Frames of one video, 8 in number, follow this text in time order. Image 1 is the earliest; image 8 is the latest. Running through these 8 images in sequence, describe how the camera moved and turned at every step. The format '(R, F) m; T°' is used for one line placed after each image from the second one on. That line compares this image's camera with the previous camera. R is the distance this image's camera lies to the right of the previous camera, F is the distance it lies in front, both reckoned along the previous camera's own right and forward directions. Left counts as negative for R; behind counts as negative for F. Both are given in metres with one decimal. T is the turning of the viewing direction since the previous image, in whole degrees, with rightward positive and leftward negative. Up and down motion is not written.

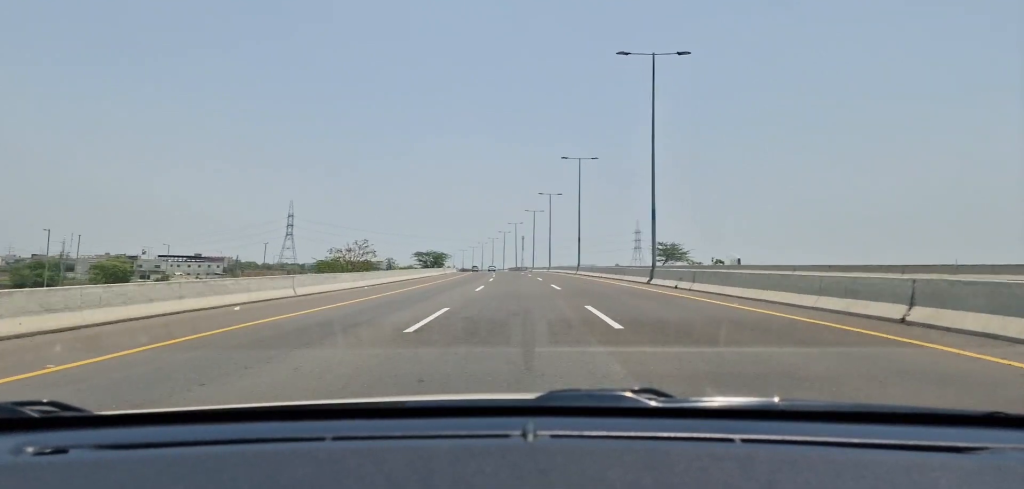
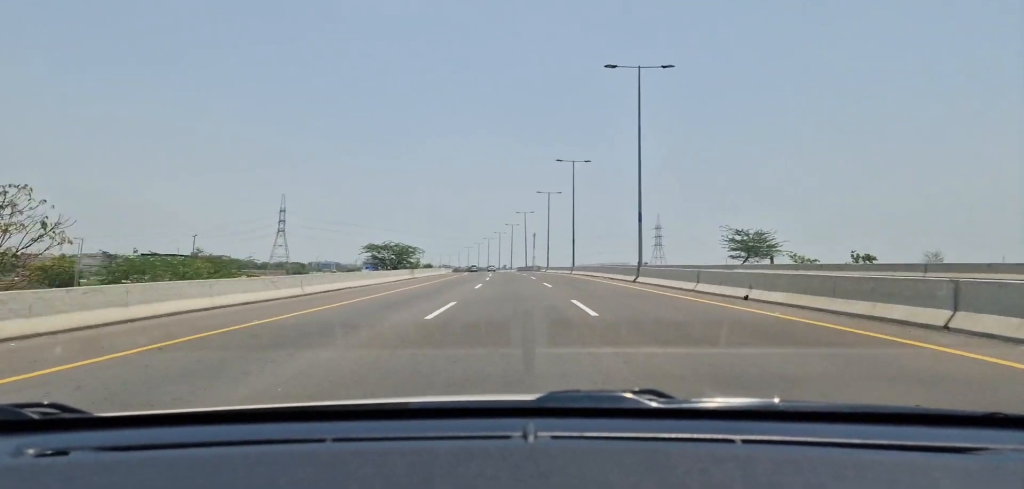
(+0.1, +32.1) m; -1°
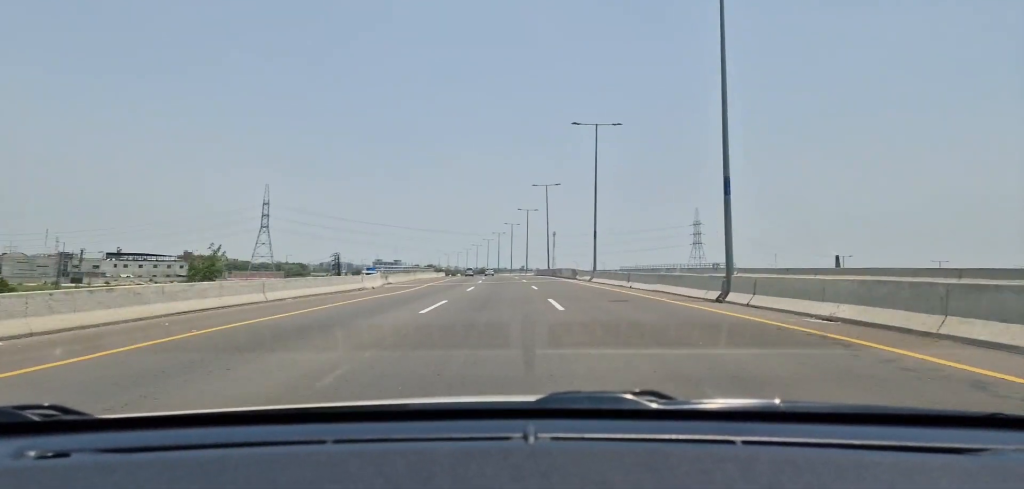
(-0.6, +52.0) m; -2°
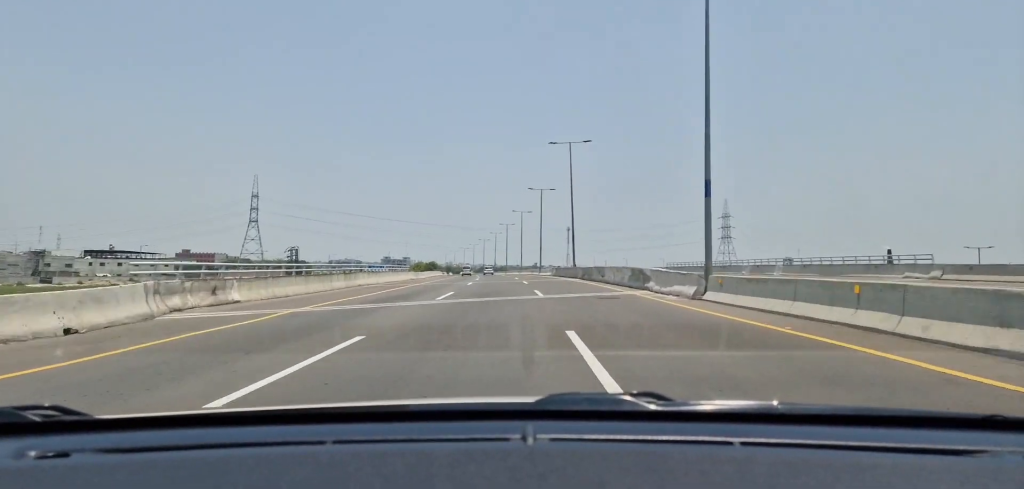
(-0.4, +29.2) m; -1°
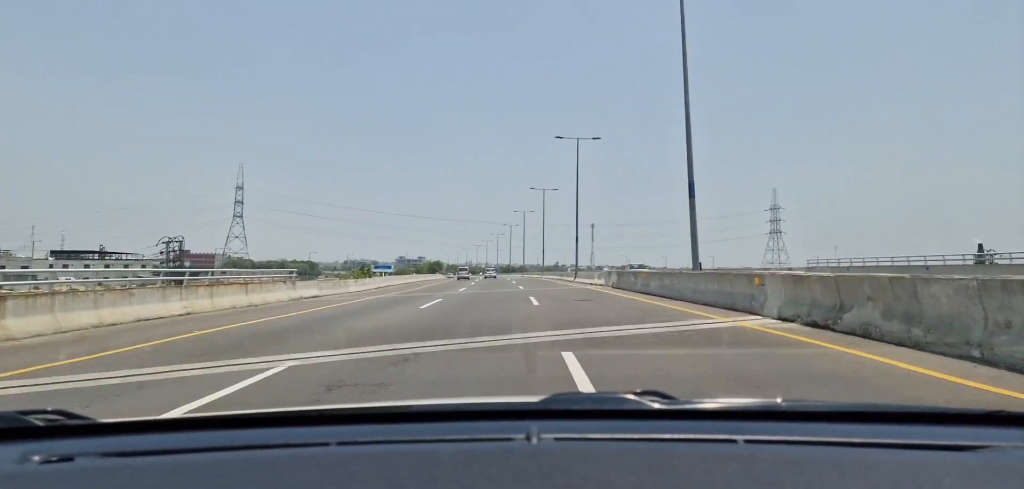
(-0.5, +39.1) m; -2°
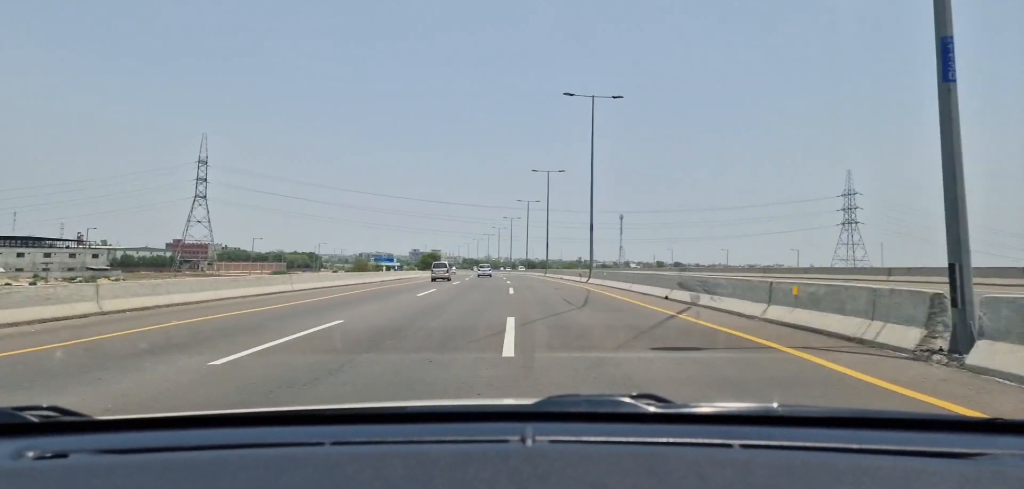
(-0.8, +48.4) m; -2°
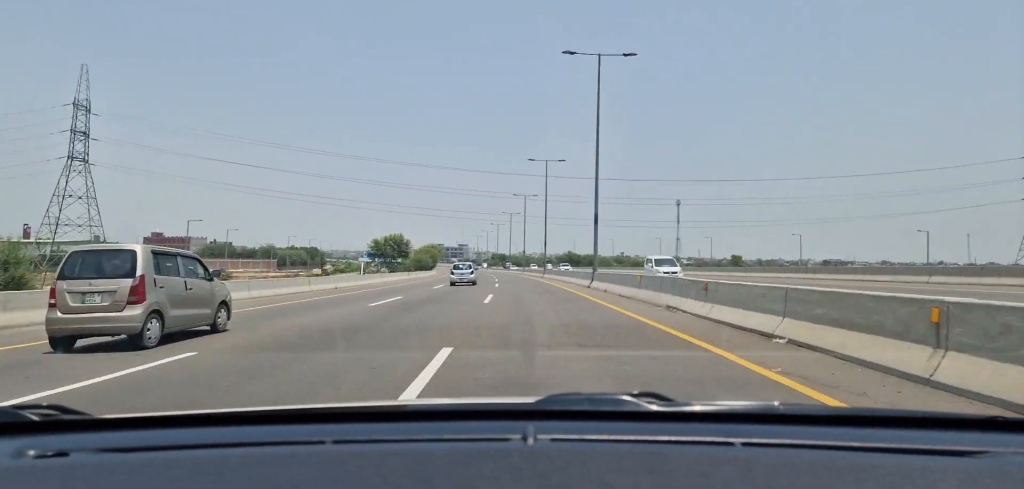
(-1.8, +77.5) m; -3°
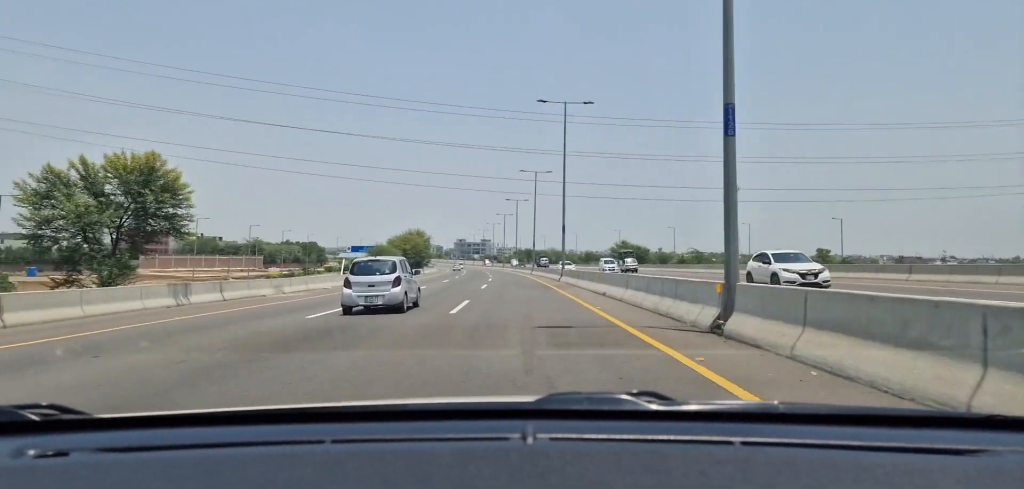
(-1.1, +59.2) m; -2°
